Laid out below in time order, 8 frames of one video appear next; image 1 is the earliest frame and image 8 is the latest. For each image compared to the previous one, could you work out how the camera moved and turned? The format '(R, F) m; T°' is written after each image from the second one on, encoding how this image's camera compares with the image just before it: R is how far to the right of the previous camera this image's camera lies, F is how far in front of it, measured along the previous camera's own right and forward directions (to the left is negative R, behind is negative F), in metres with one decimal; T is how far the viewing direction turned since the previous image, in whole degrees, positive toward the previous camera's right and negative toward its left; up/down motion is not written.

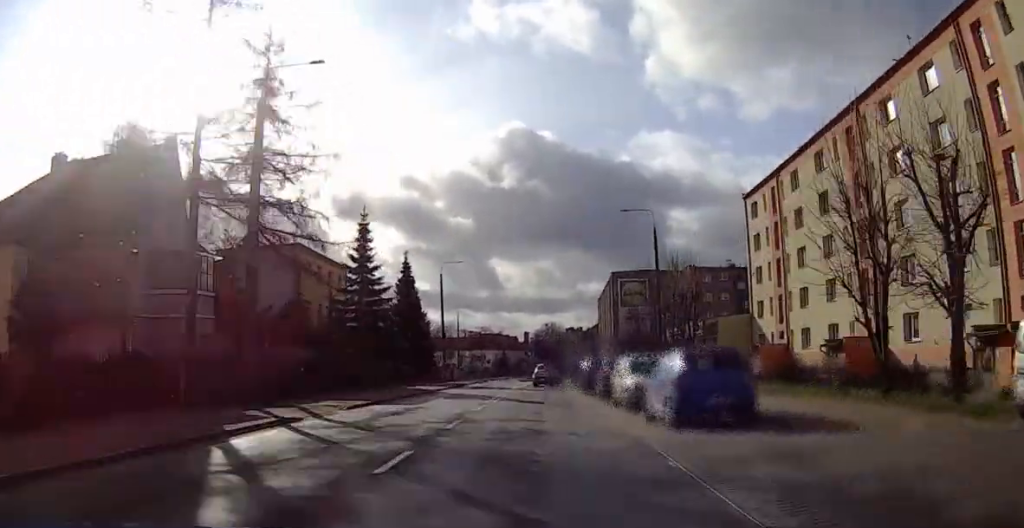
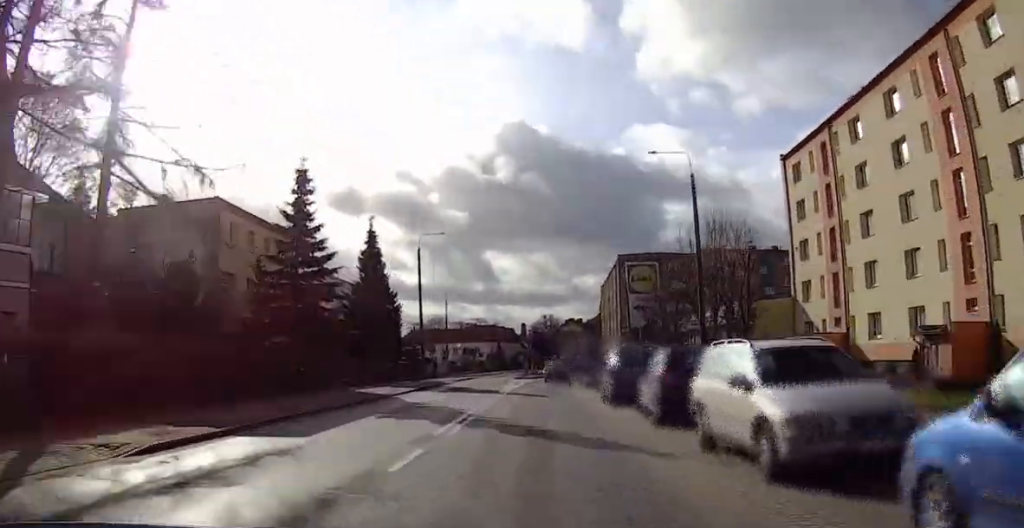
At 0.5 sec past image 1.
(0.0, +12.1) m; 0°
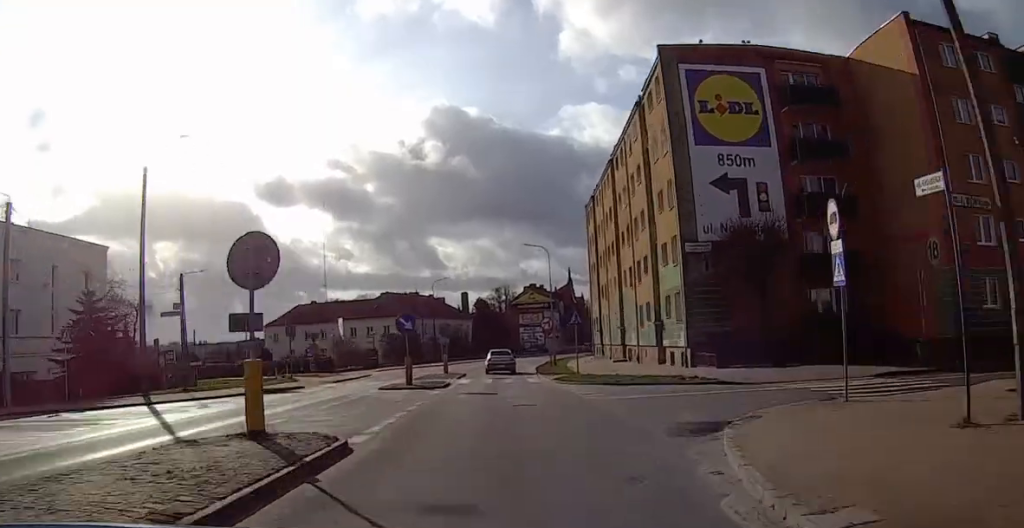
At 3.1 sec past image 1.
(+1.9, +68.1) m; +4°
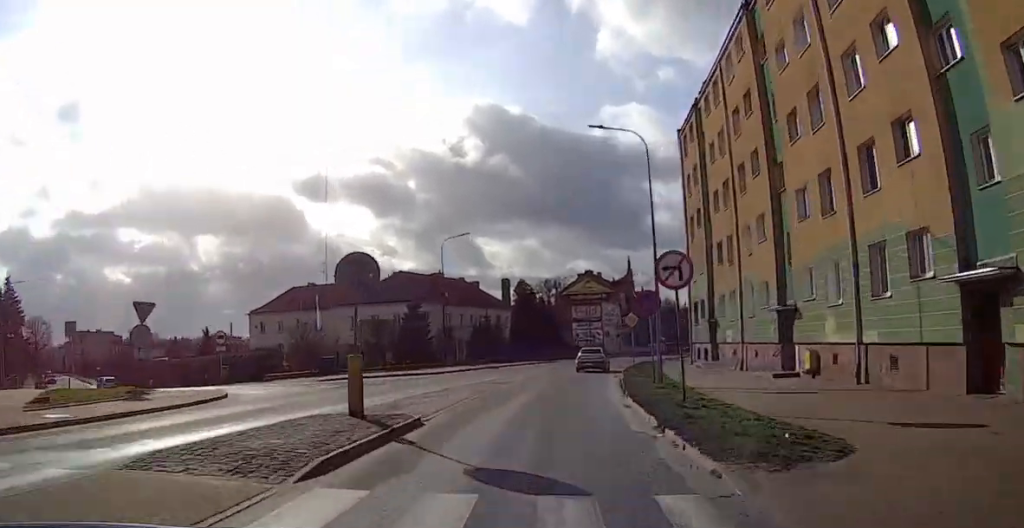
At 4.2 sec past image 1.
(0.0, +28.9) m; 0°
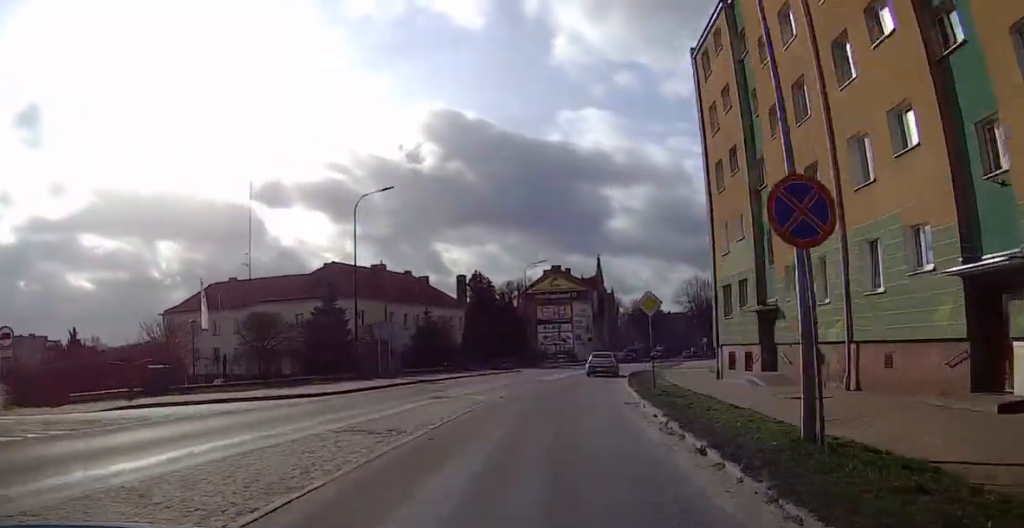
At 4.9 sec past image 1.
(0.0, +16.0) m; 0°
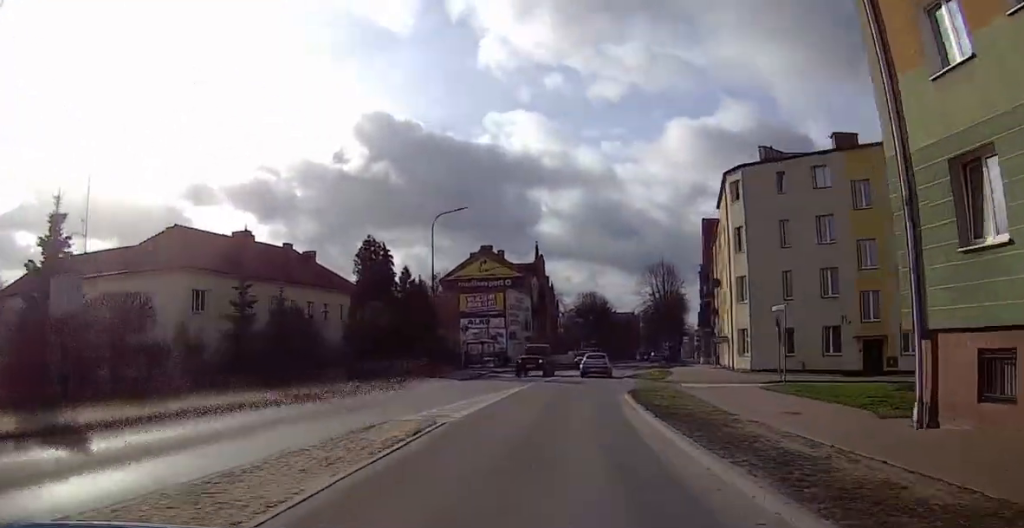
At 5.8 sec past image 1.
(0.0, +24.1) m; 0°
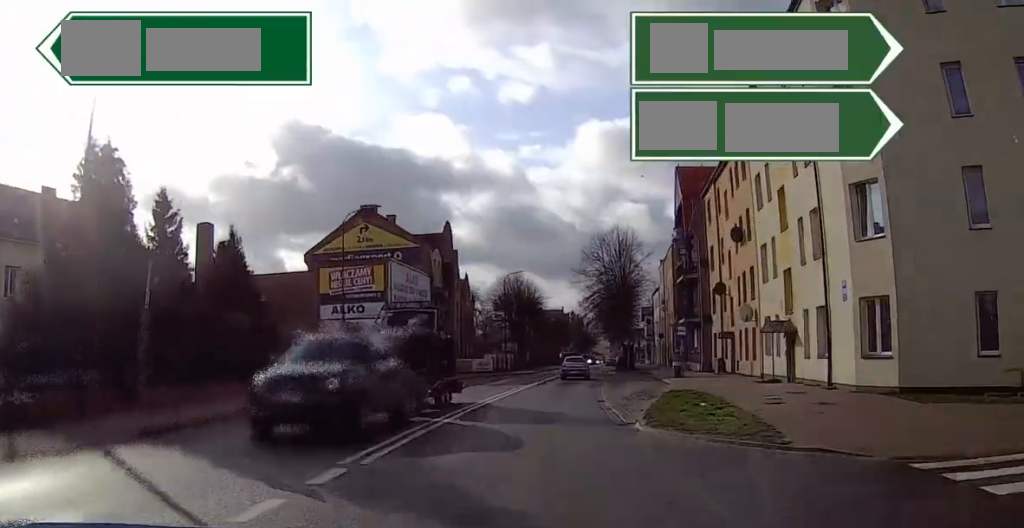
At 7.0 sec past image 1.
(+0.6, +29.4) m; +7°
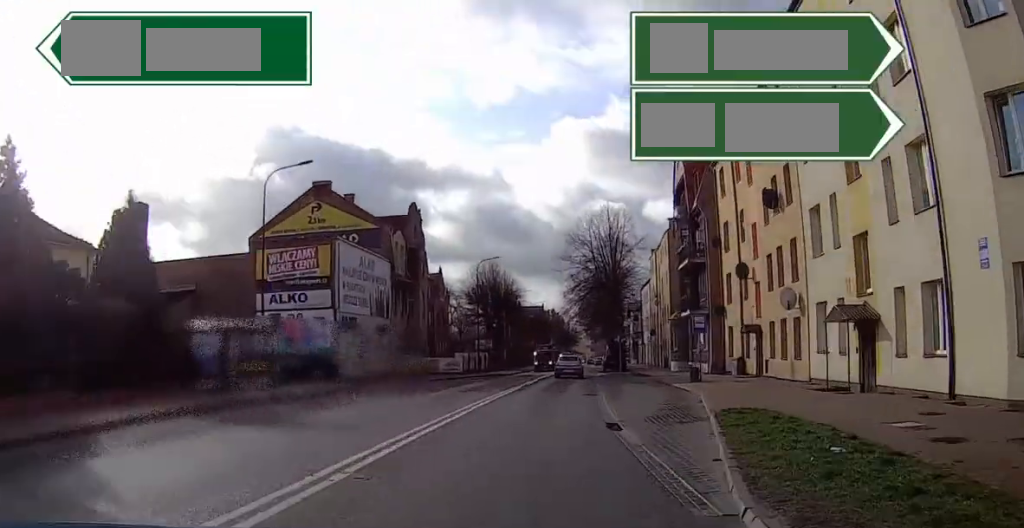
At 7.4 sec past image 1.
(+1.0, +9.6) m; +3°
